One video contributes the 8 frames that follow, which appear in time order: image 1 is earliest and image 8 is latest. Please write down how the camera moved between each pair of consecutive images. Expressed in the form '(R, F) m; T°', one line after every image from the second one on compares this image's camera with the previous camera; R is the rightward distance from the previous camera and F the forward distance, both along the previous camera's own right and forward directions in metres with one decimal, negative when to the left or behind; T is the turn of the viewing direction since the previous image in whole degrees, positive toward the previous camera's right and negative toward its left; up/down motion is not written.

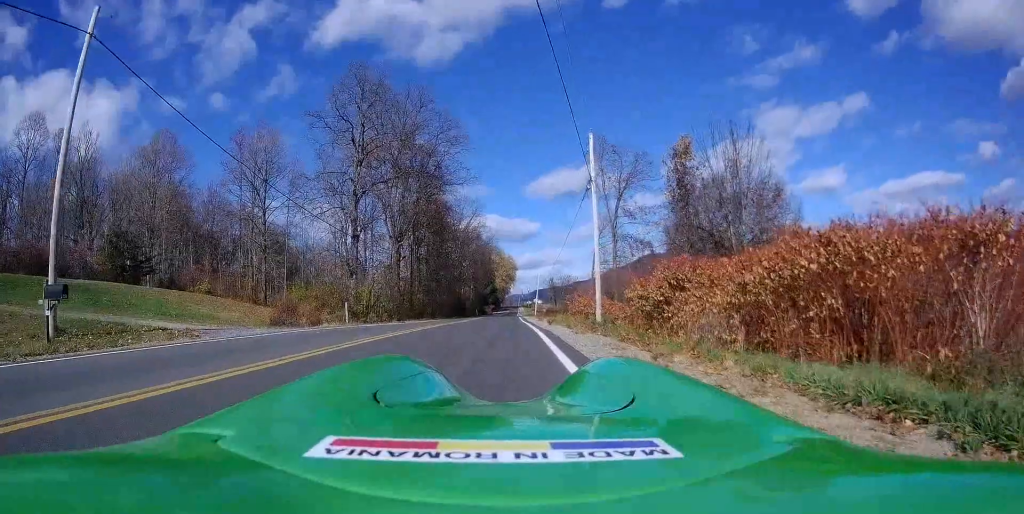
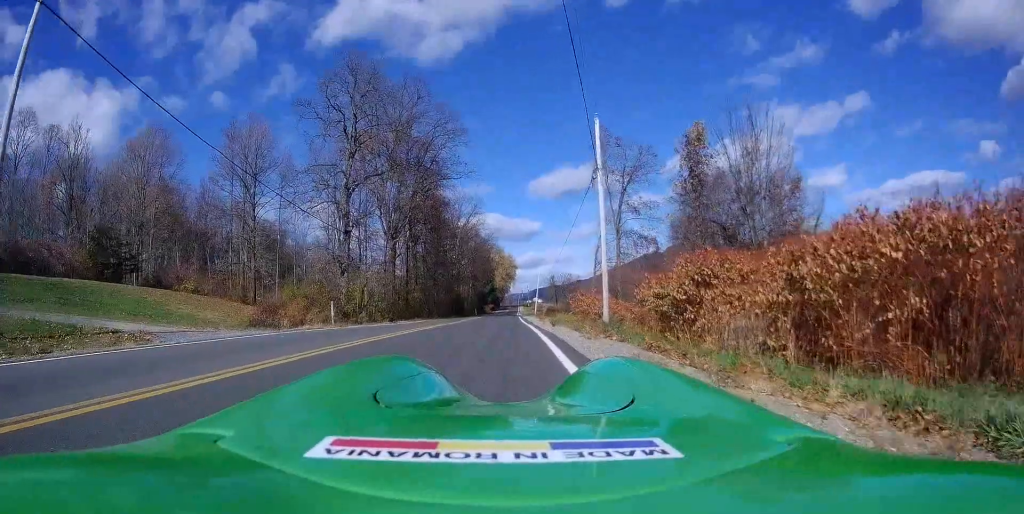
(0.0, +2.3) m; 0°
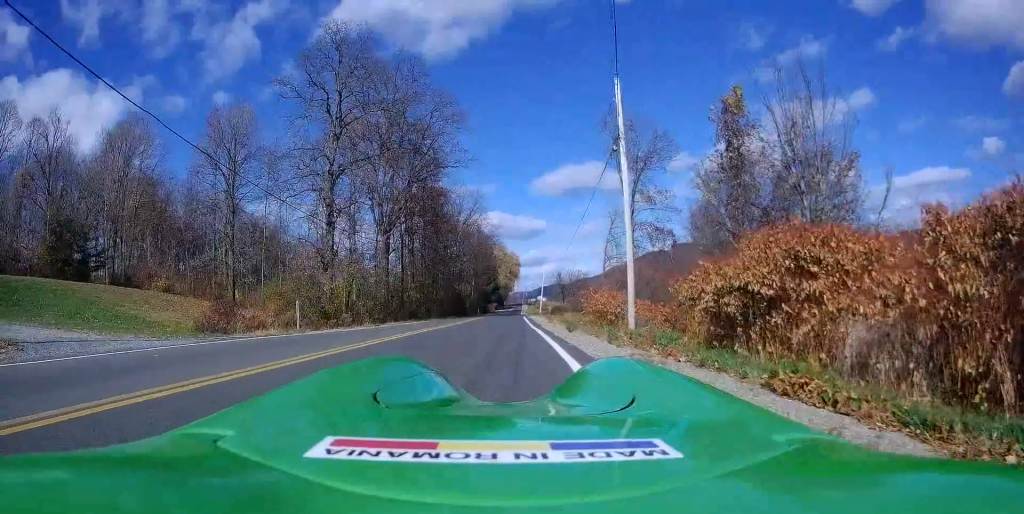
(0.0, +5.0) m; 0°
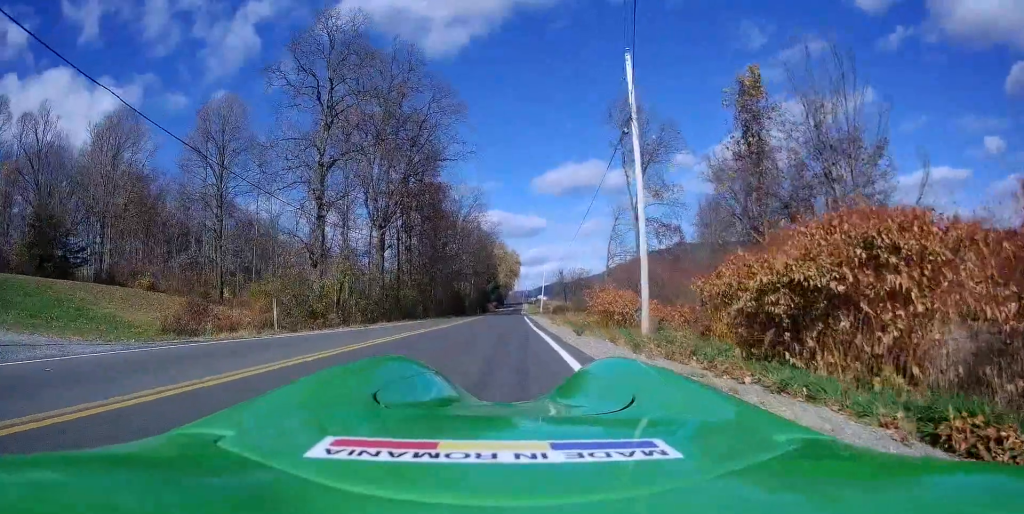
(0.0, +2.3) m; 0°
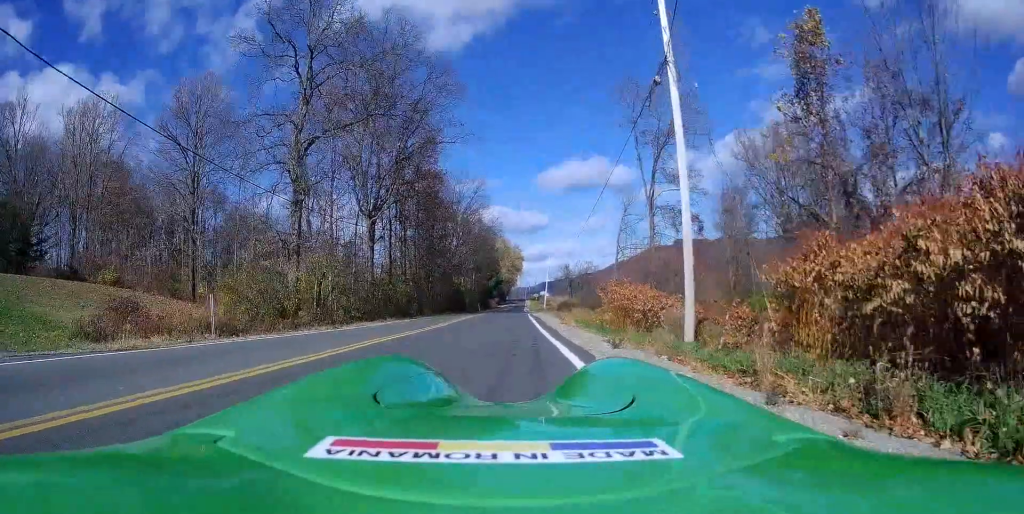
(0.0, +4.5) m; -6°
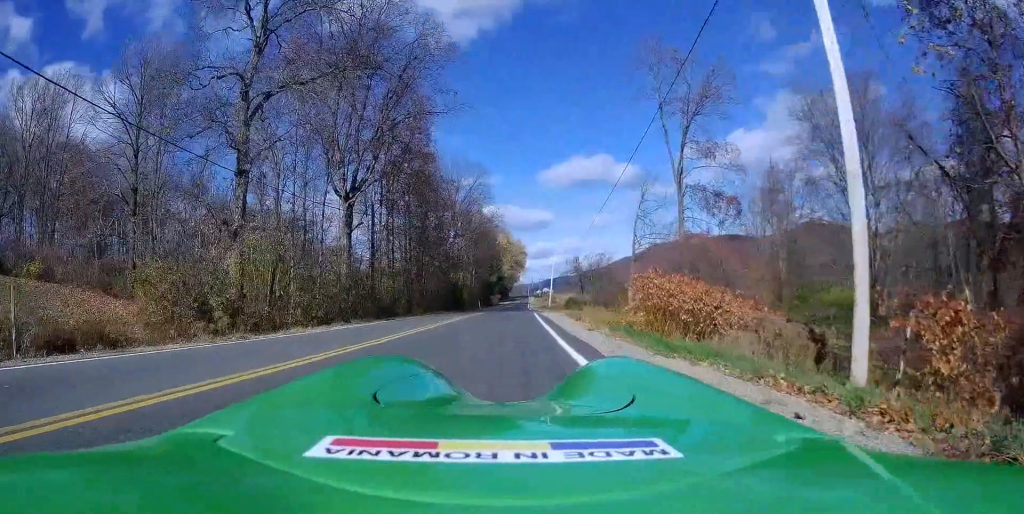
(+0.1, +7.7) m; +6°
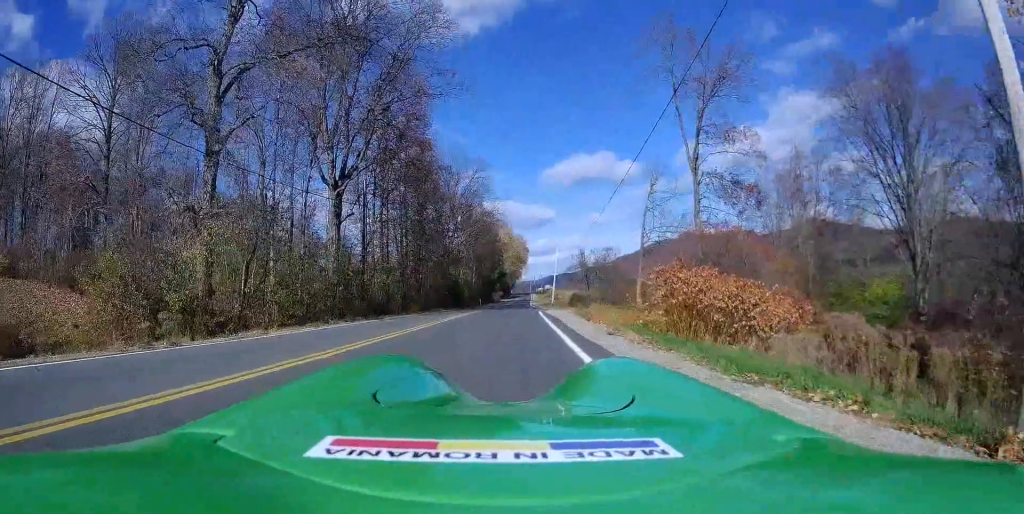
(0.0, +3.1) m; 0°
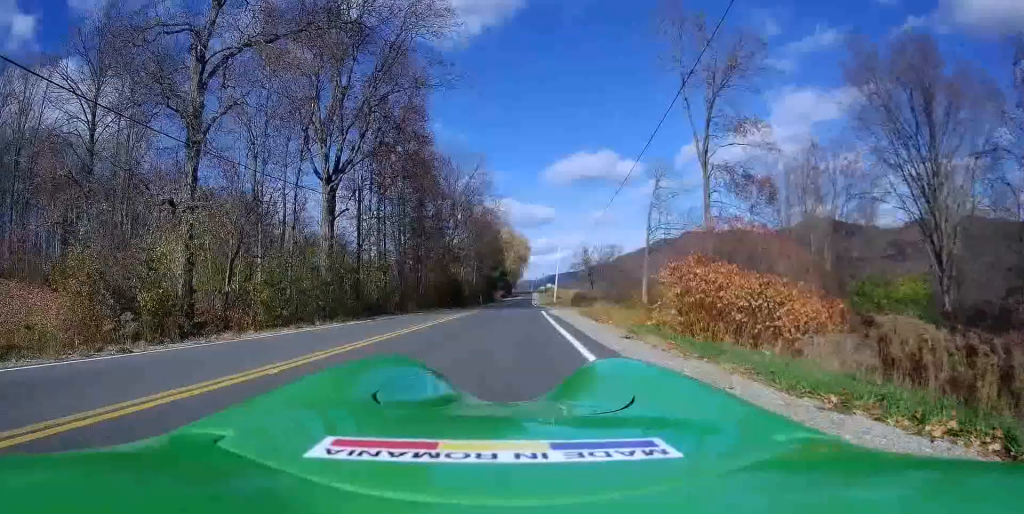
(0.0, +1.7) m; 0°
